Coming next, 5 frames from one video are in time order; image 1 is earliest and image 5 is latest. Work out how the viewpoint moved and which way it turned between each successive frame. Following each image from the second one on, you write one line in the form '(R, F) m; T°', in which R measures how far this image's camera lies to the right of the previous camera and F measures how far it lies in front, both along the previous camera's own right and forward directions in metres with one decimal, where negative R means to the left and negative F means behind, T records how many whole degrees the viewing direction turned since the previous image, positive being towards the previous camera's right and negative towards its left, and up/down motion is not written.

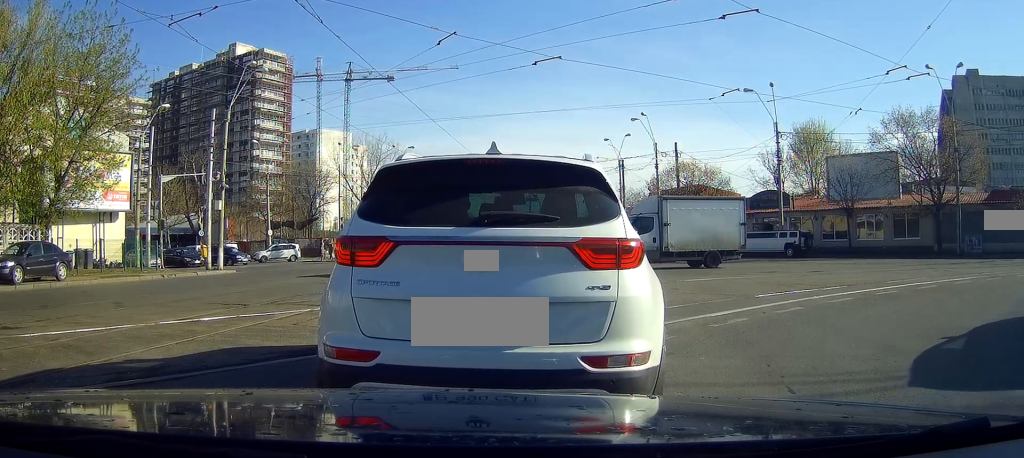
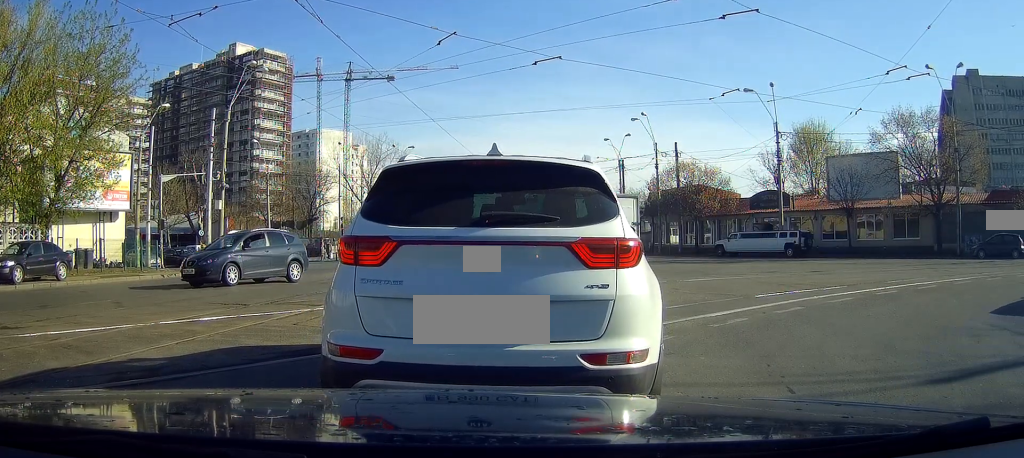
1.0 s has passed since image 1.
(0.0, 0.0) m; 0°
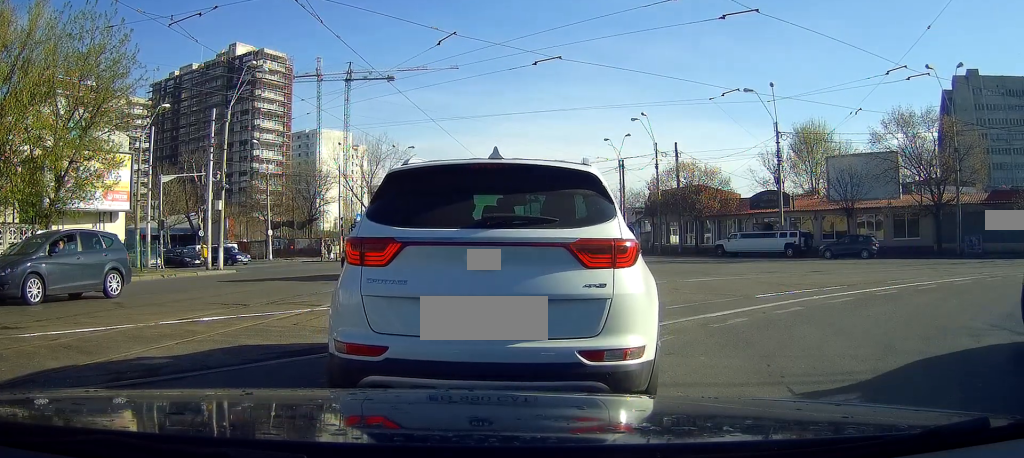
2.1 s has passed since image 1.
(0.0, 0.0) m; 0°
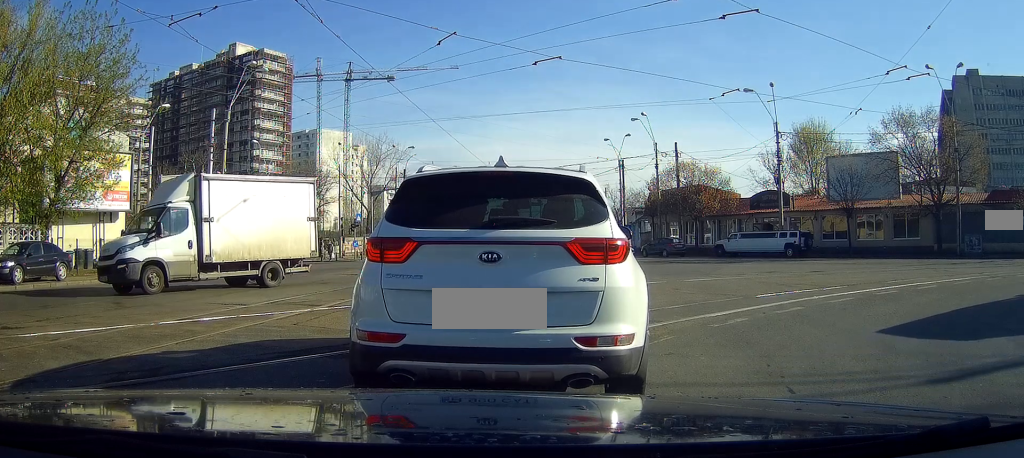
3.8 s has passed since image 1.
(0.0, 0.0) m; 0°
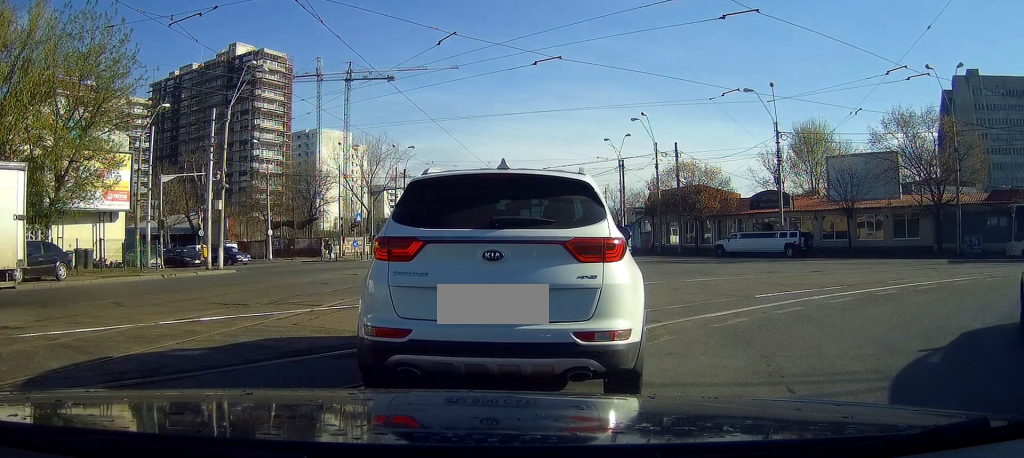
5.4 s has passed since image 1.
(0.0, 0.0) m; 0°
